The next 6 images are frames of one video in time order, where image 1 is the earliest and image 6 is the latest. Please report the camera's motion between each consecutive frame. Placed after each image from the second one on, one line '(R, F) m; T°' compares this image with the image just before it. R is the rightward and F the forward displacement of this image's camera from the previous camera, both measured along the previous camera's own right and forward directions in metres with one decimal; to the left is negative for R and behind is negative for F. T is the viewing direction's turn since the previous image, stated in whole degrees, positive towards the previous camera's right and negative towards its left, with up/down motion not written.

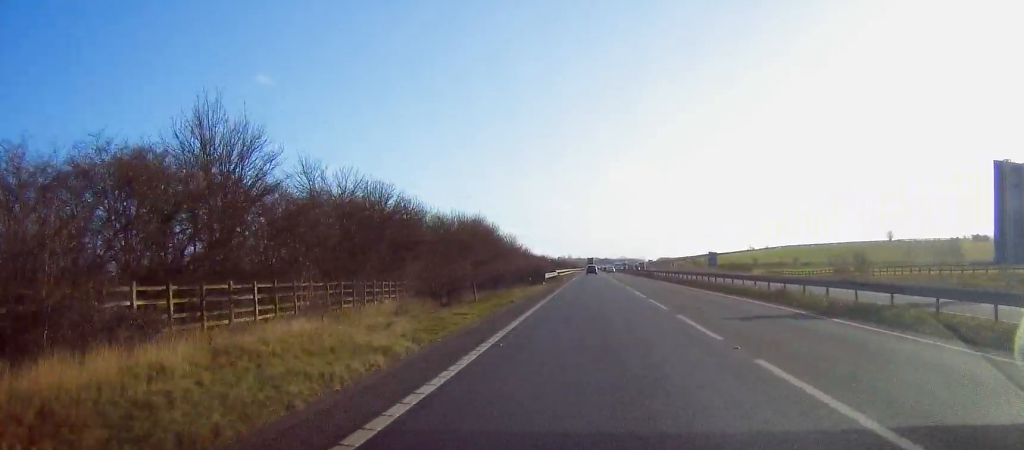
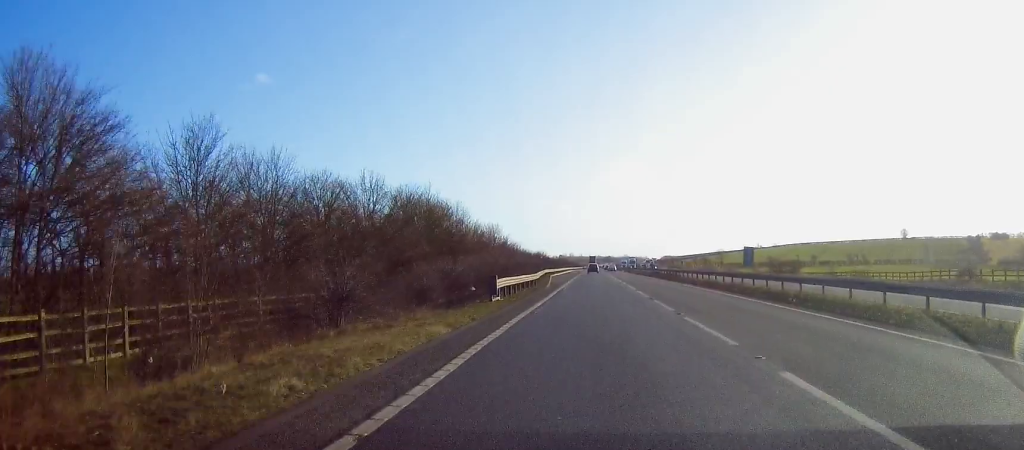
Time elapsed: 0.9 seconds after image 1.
(-0.5, +27.9) m; 0°
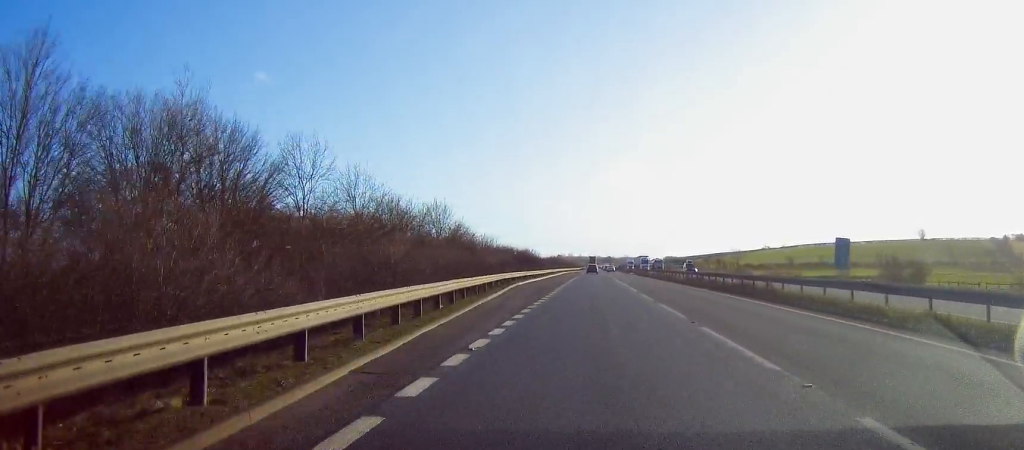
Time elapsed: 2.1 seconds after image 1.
(+0.5, +38.5) m; +1°
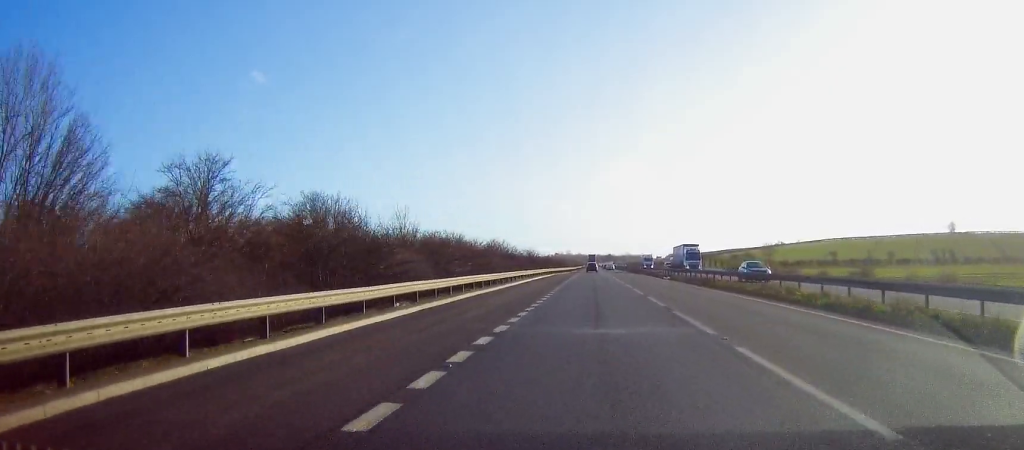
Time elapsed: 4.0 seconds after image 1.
(0.0, +57.2) m; -1°
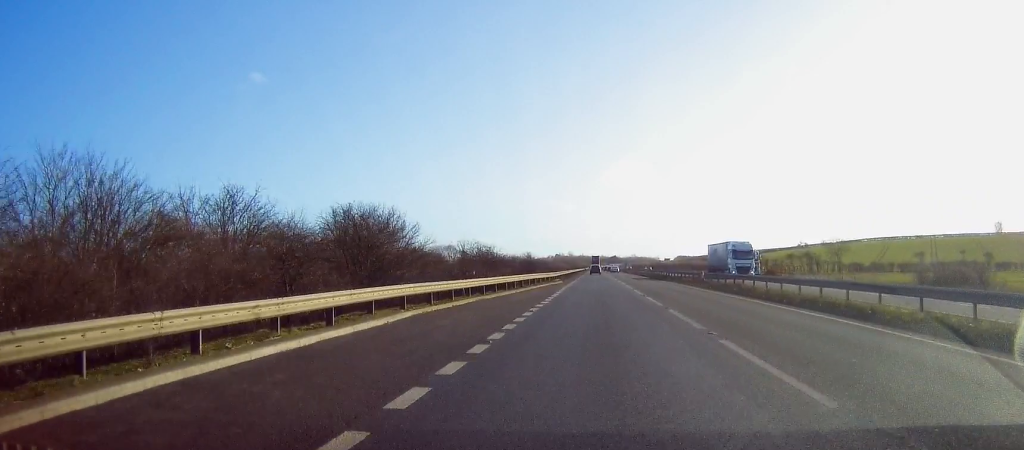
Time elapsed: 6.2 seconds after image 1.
(0.0, +70.0) m; 0°
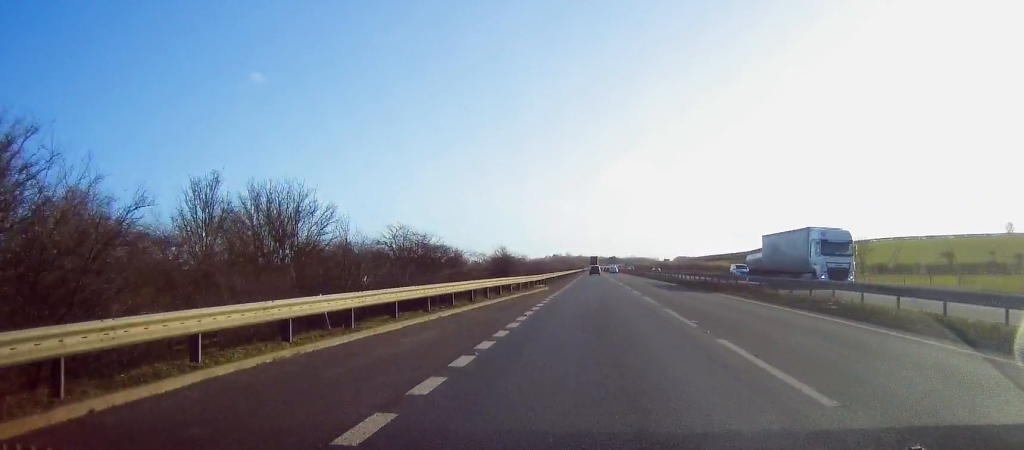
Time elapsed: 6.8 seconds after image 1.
(-0.3, +17.5) m; 0°
